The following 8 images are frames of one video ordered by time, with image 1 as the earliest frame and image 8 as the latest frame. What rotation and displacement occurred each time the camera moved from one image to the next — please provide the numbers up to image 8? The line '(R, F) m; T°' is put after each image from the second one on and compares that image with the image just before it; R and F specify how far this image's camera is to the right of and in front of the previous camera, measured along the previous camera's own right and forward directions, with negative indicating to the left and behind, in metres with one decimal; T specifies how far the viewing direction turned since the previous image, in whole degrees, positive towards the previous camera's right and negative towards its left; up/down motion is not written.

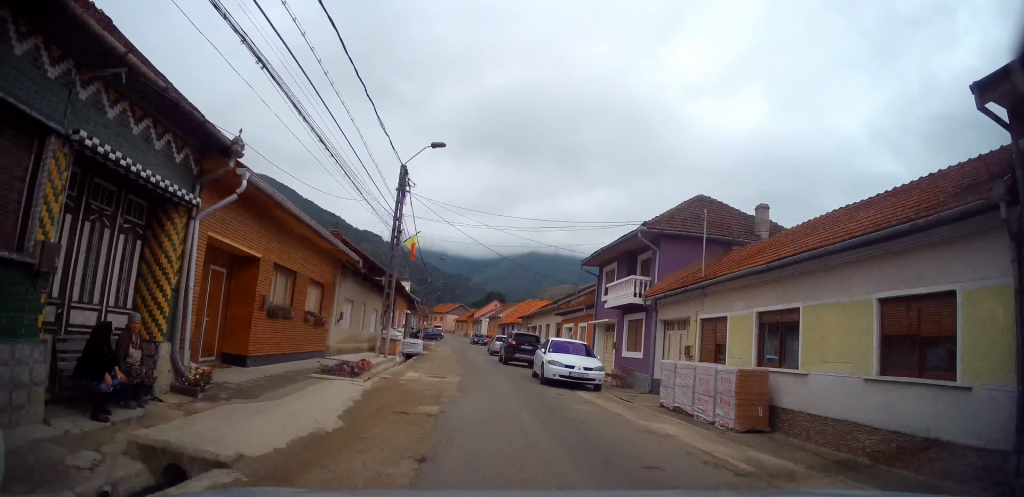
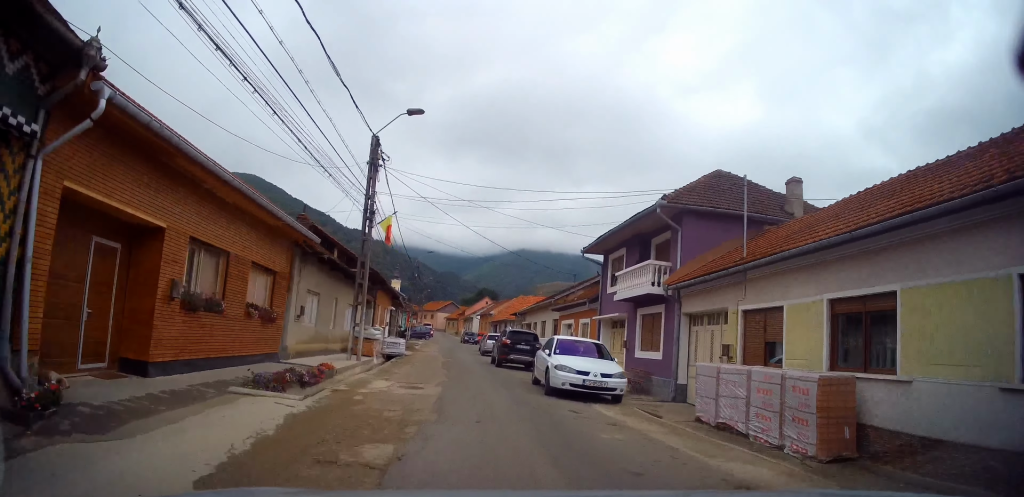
(-0.1, +3.3) m; 0°
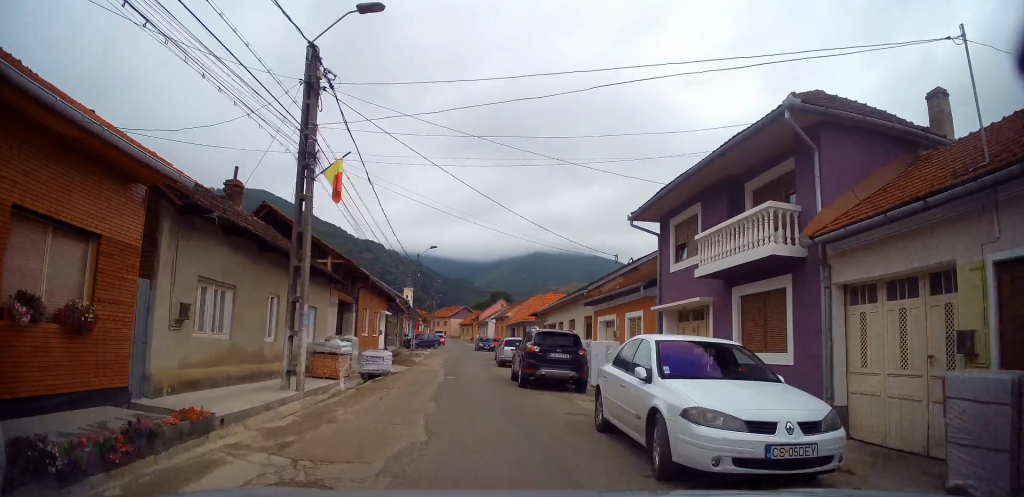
(-0.1, +8.1) m; -2°
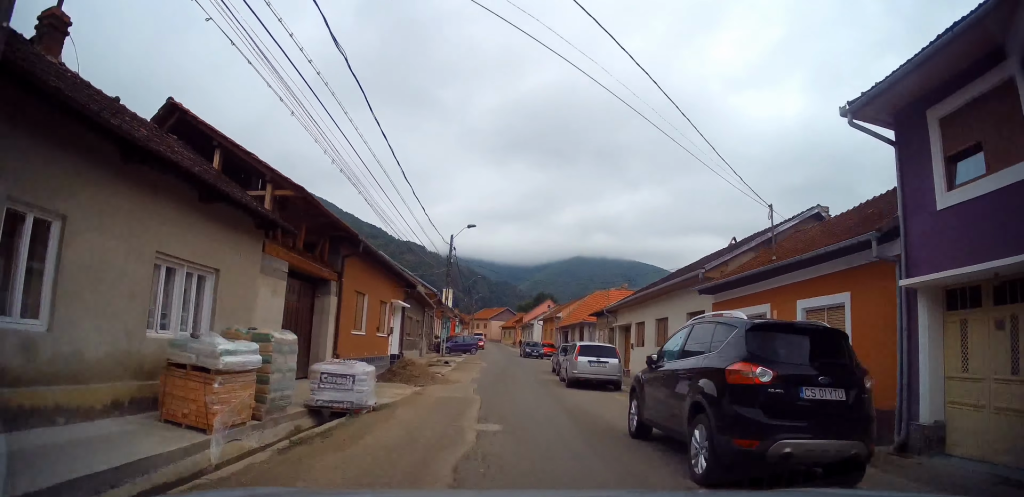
(-0.5, +10.2) m; -4°
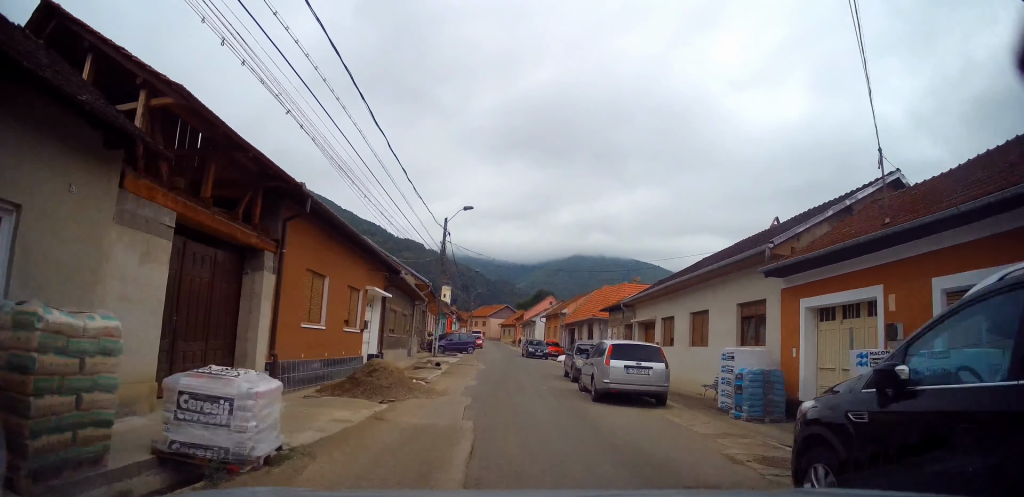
(+0.1, +4.4) m; +2°
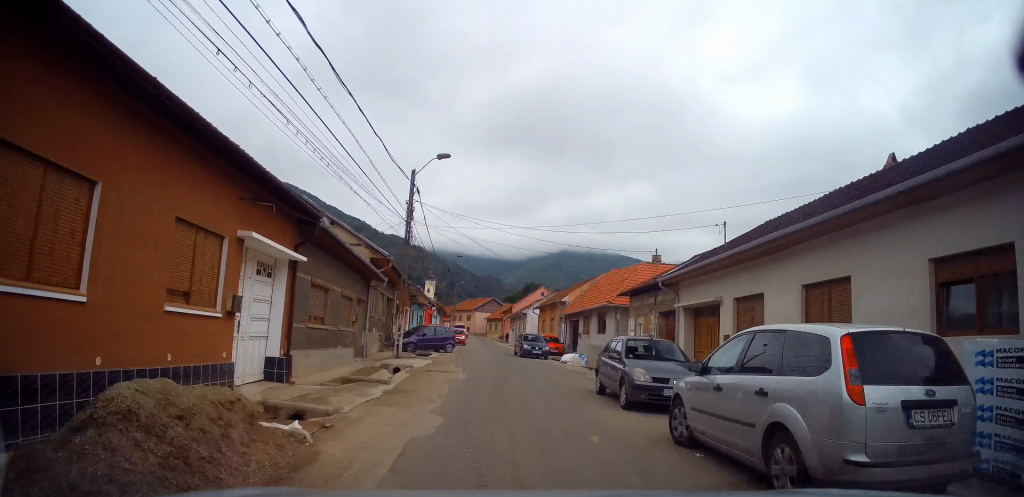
(+0.3, +8.1) m; +3°
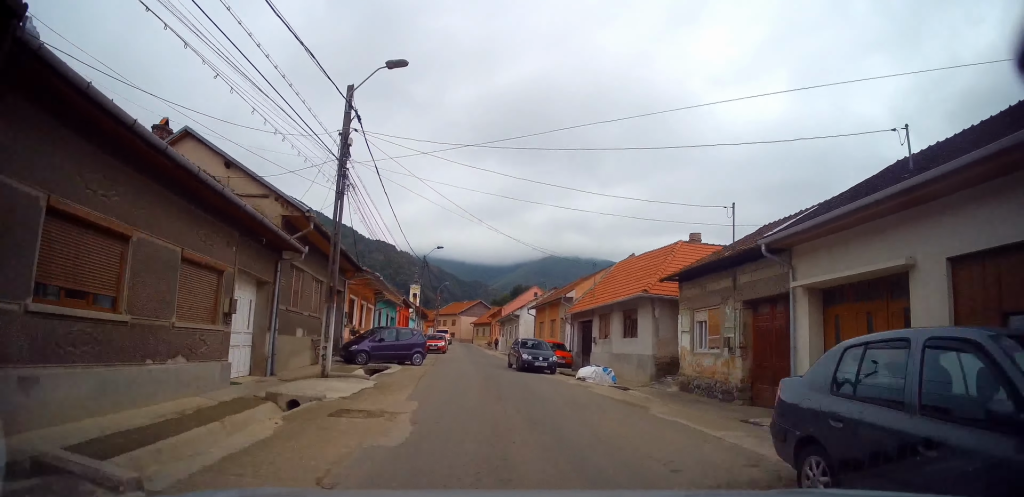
(+0.1, +8.8) m; -1°
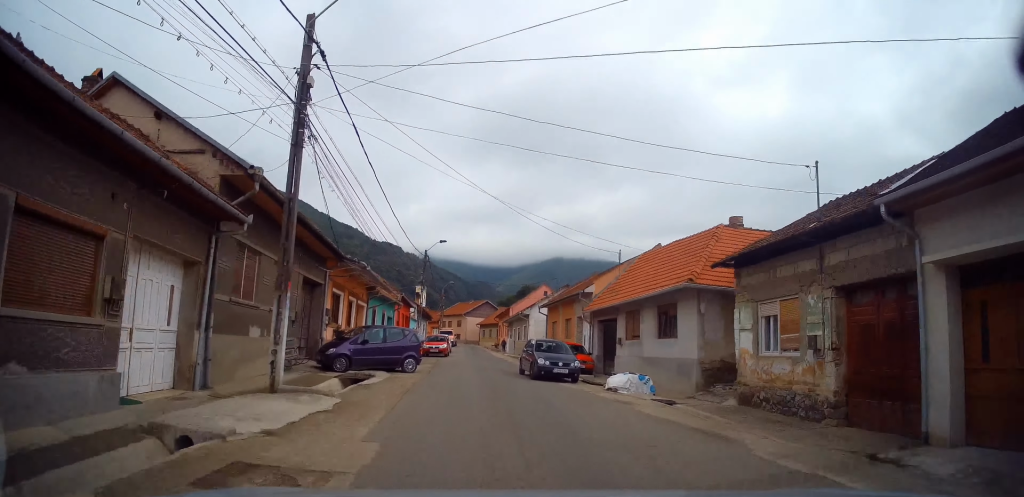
(0.0, +4.0) m; -1°
